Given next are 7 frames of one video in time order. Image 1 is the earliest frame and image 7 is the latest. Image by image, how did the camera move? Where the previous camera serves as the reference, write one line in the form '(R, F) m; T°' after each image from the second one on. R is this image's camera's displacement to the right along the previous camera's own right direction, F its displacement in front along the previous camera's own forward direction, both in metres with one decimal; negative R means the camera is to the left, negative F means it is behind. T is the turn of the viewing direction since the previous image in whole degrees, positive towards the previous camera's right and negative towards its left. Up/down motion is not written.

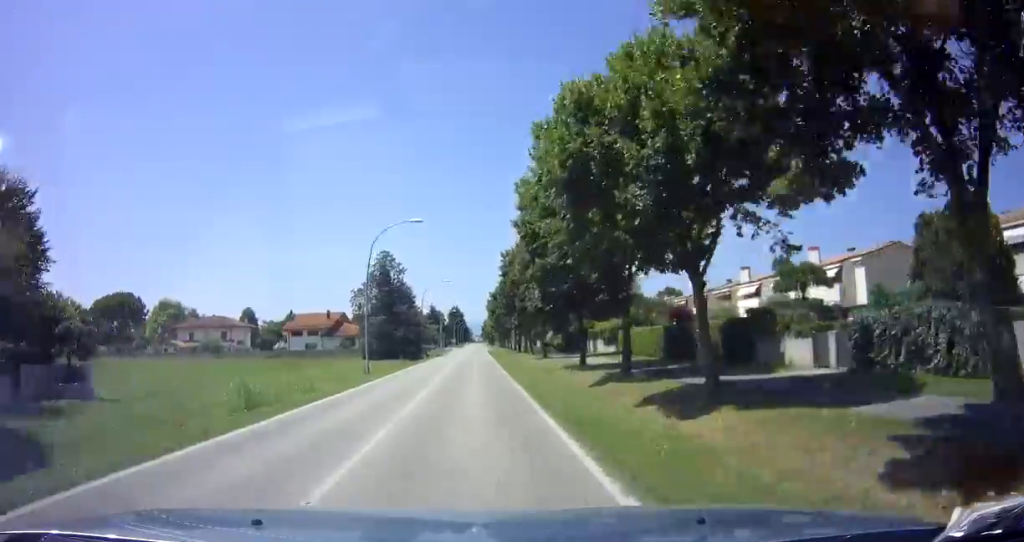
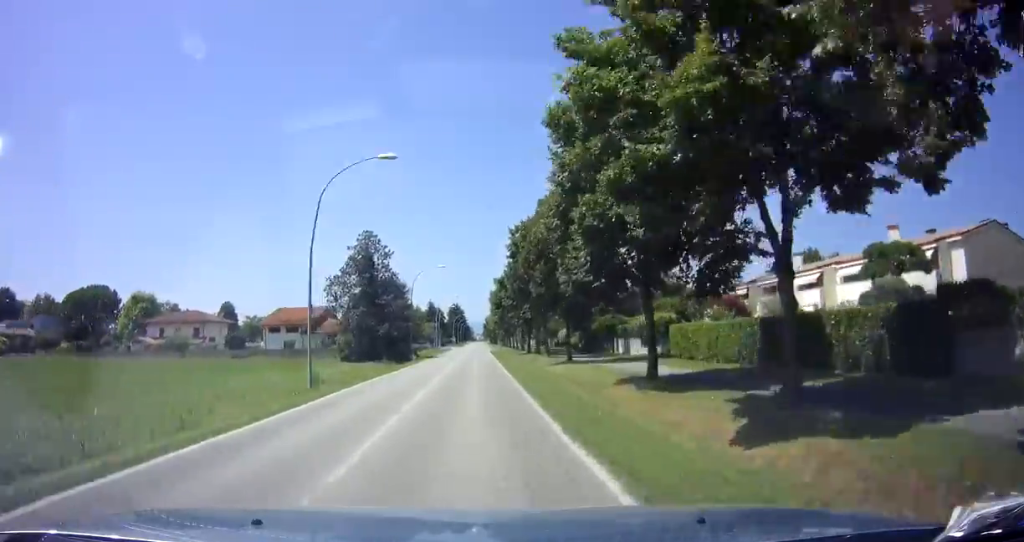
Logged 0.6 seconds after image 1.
(0.0, +10.9) m; 0°
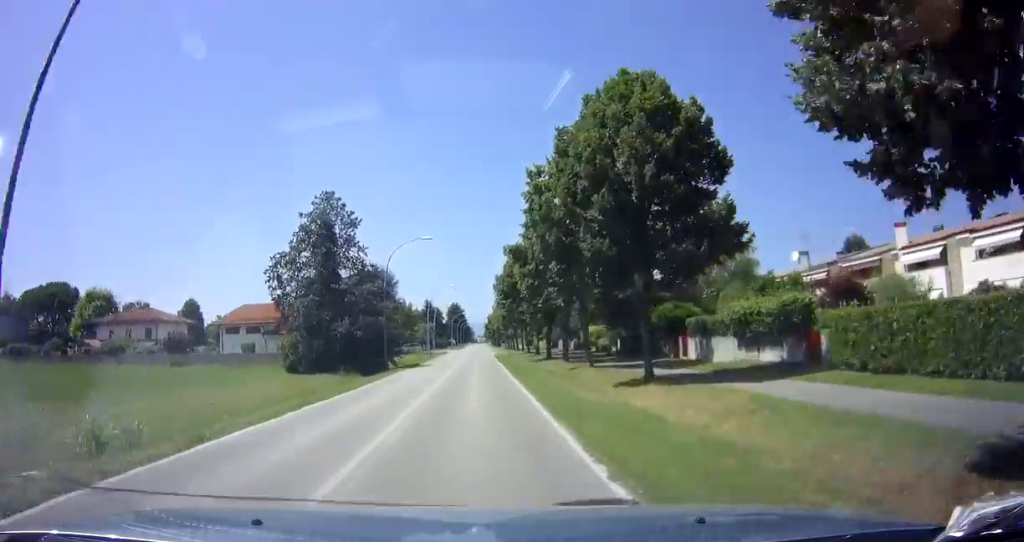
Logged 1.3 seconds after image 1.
(0.0, +14.7) m; 0°
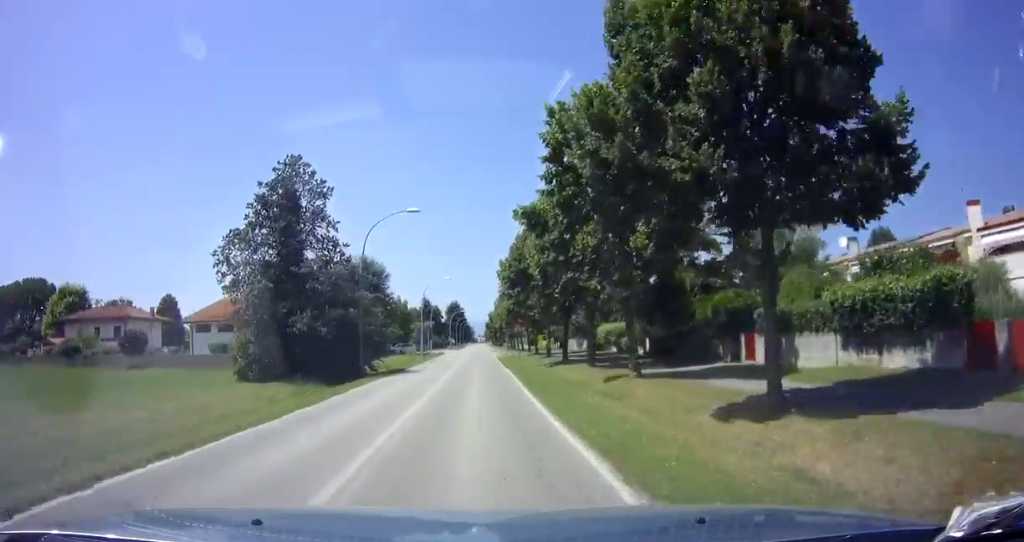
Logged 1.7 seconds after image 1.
(+0.1, +7.6) m; 0°
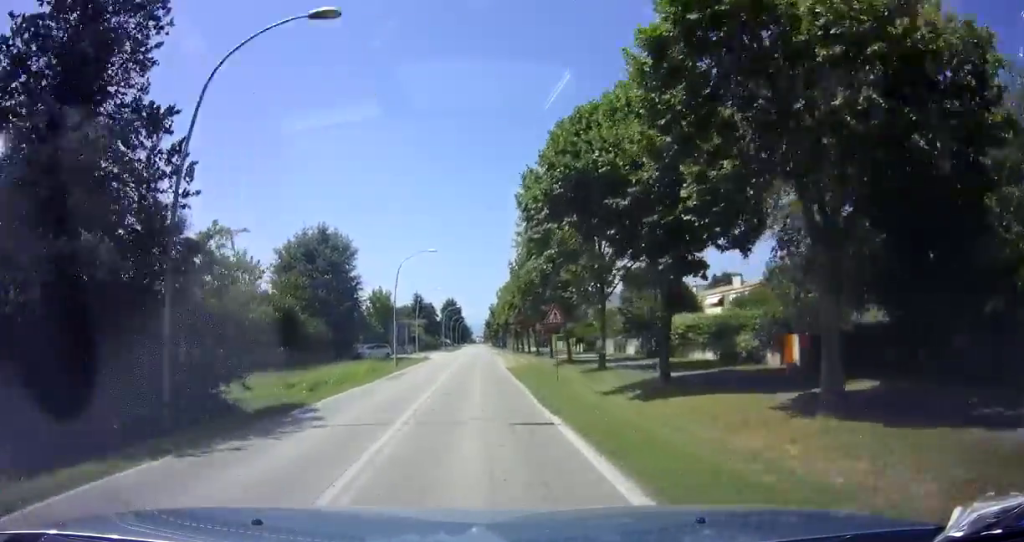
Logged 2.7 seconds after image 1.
(-0.1, +18.3) m; 0°
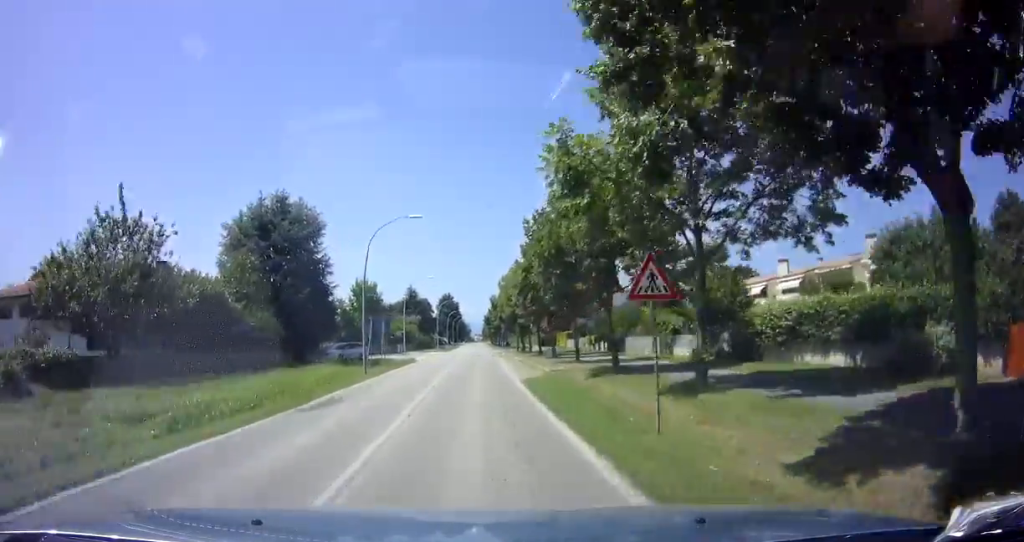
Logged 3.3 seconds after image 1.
(-0.2, +11.4) m; 0°
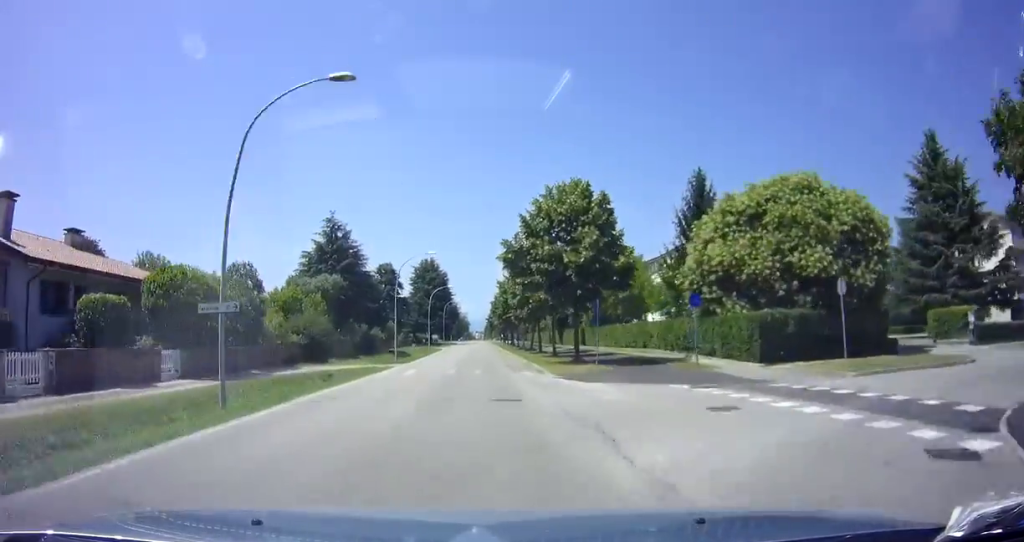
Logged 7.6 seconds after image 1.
(+0.8, +77.0) m; +1°
